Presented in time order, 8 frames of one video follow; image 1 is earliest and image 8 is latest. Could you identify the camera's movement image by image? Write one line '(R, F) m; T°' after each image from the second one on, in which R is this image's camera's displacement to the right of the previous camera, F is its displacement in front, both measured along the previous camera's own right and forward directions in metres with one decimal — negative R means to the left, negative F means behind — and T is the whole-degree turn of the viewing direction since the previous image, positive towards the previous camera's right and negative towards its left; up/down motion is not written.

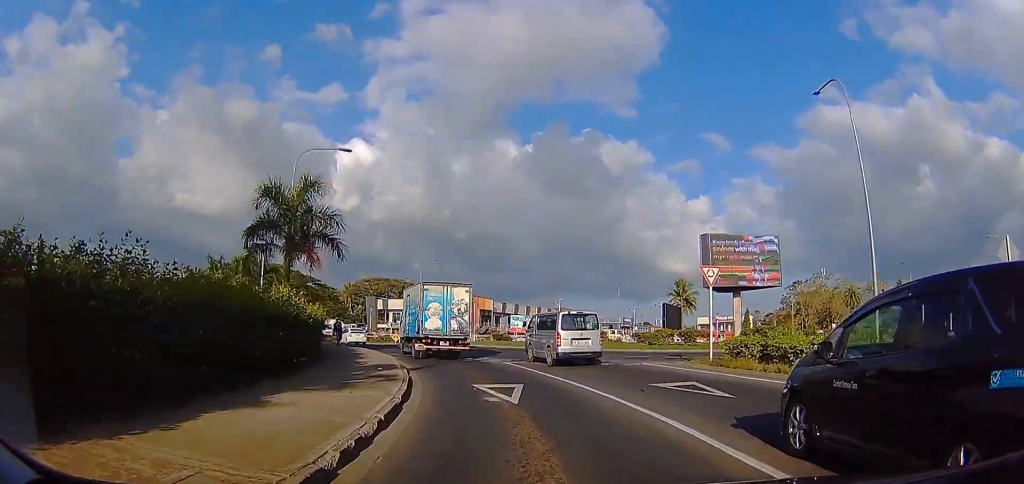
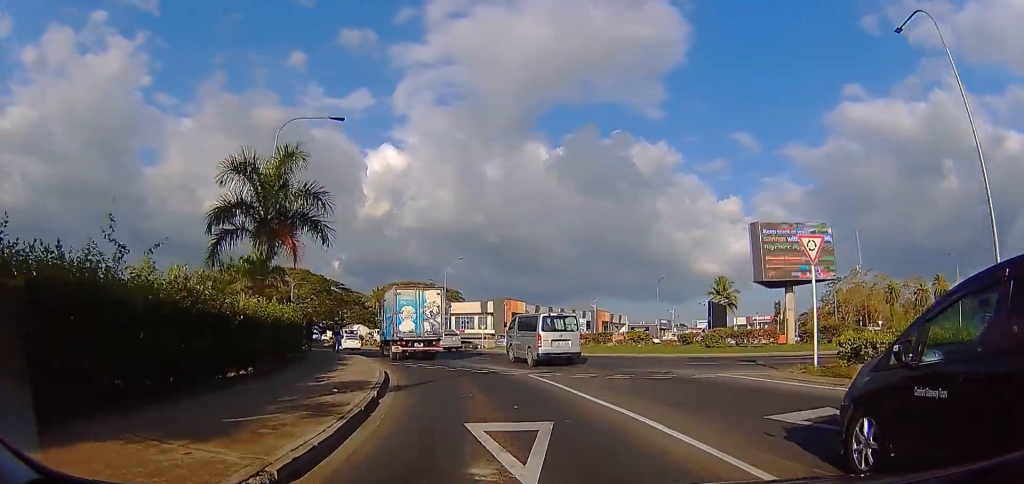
(0.0, +5.2) m; 0°
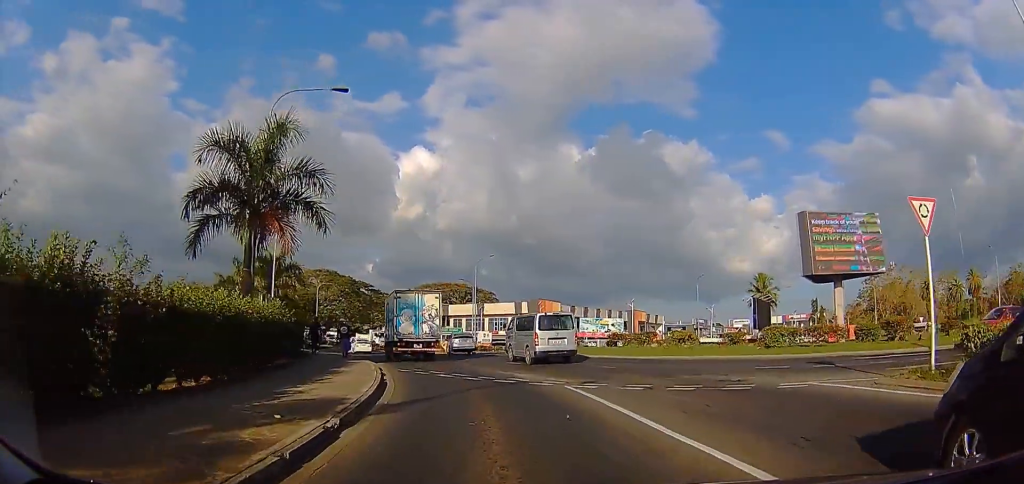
(0.0, +3.3) m; -5°
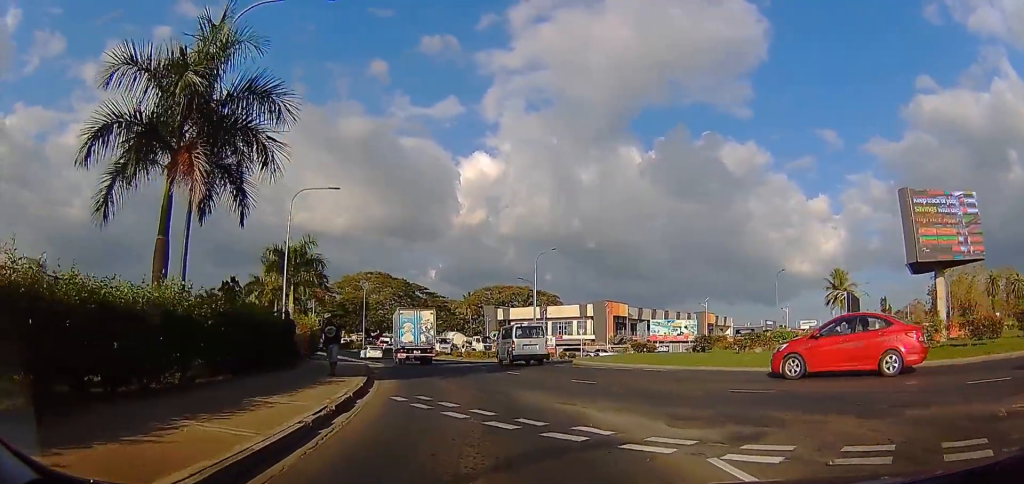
(-1.4, +7.9) m; -13°
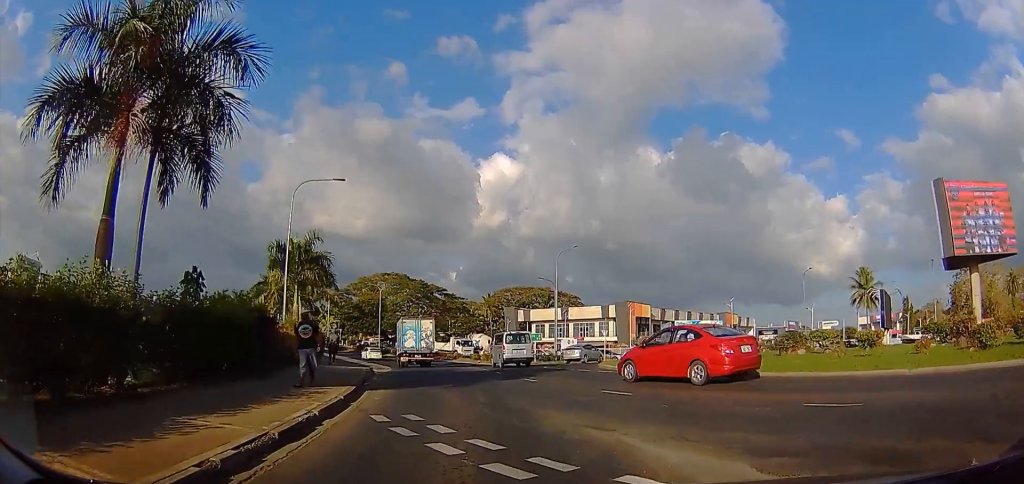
(+0.2, +3.5) m; -2°
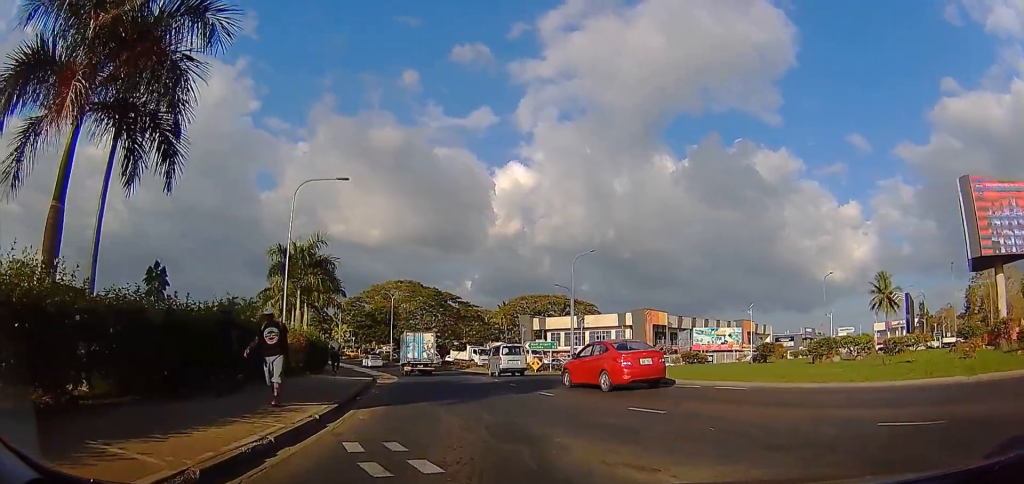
(+0.3, +2.4) m; 0°
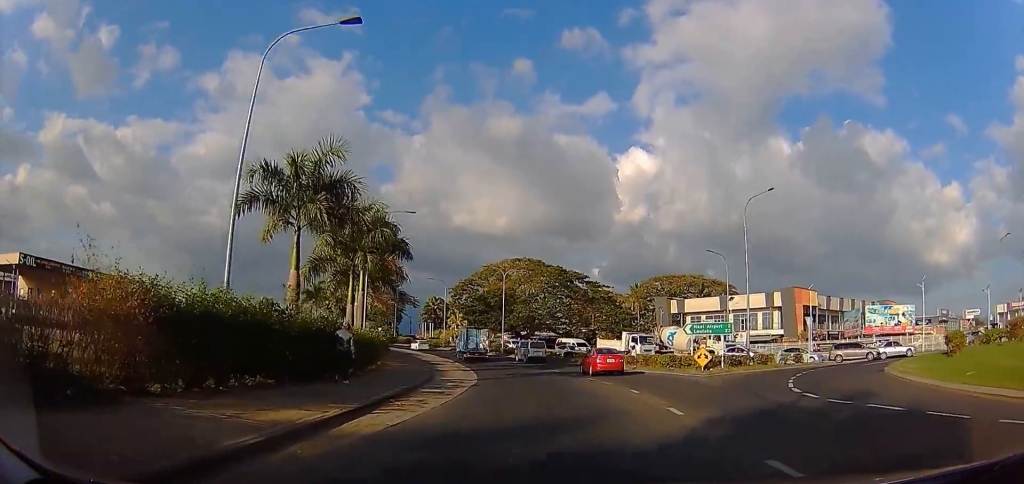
(-1.4, +16.8) m; -5°
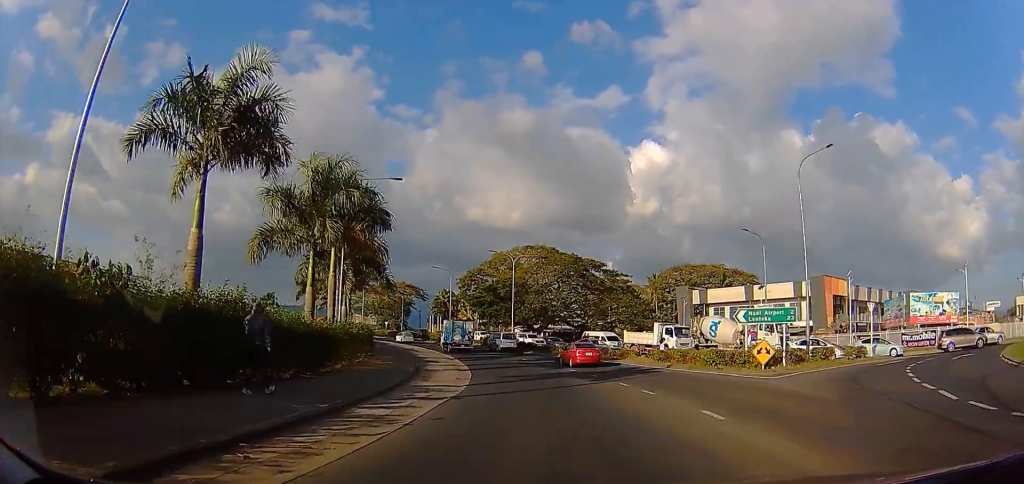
(+0.1, +6.9) m; -6°
